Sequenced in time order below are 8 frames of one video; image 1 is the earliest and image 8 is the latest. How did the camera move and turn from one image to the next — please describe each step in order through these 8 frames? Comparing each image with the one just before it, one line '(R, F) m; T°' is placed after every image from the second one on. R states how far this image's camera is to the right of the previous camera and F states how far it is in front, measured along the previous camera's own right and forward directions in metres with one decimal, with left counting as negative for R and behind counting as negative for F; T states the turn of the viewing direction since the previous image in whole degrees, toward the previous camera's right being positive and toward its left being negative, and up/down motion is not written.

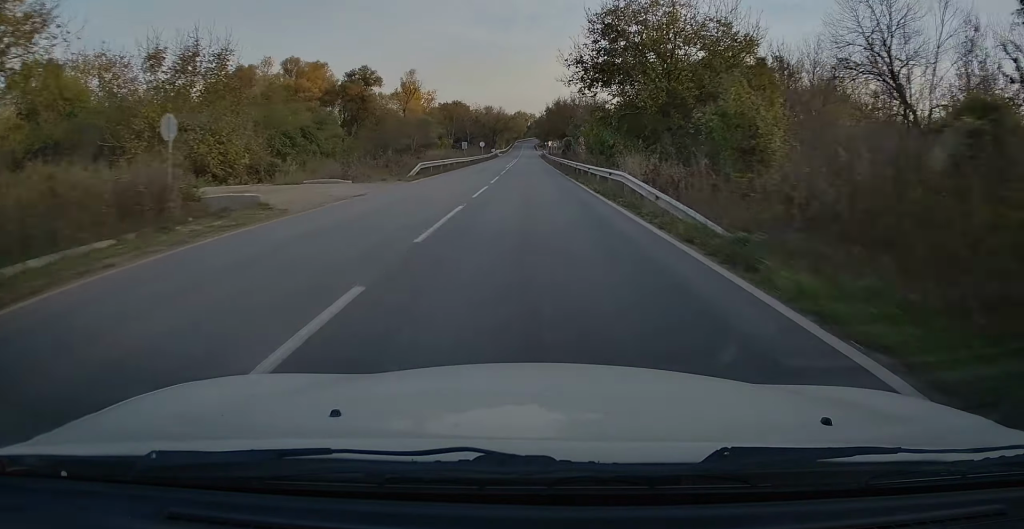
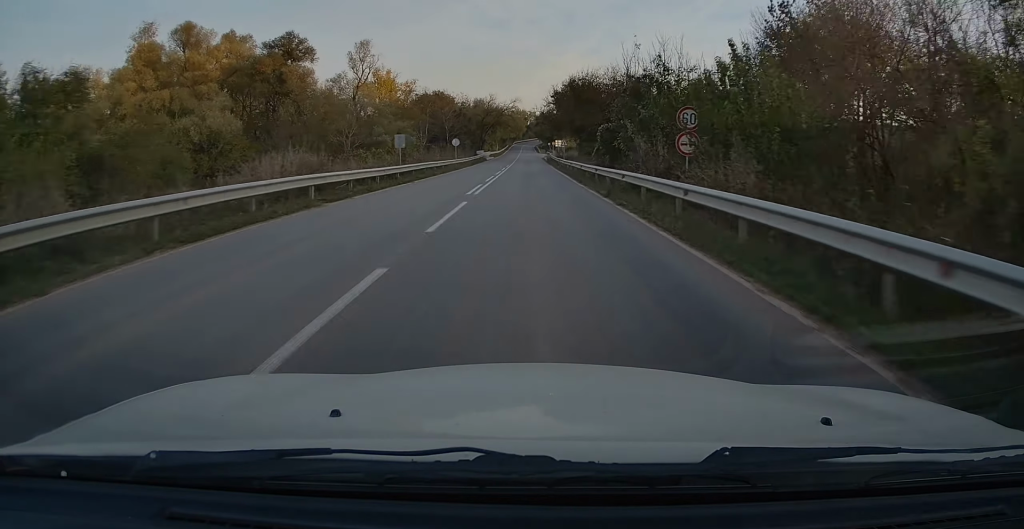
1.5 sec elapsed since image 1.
(-0.1, +34.4) m; +1°
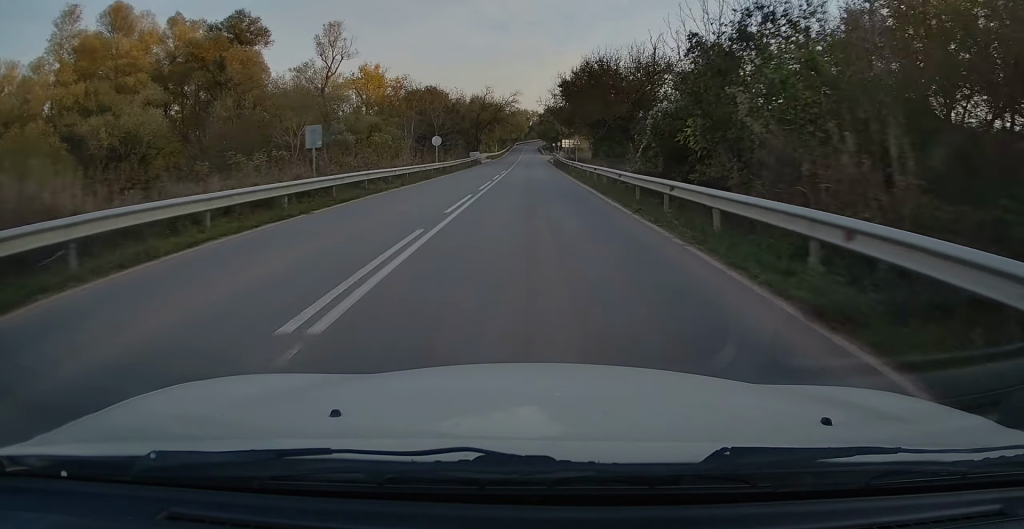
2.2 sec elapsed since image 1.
(+0.3, +14.0) m; 0°
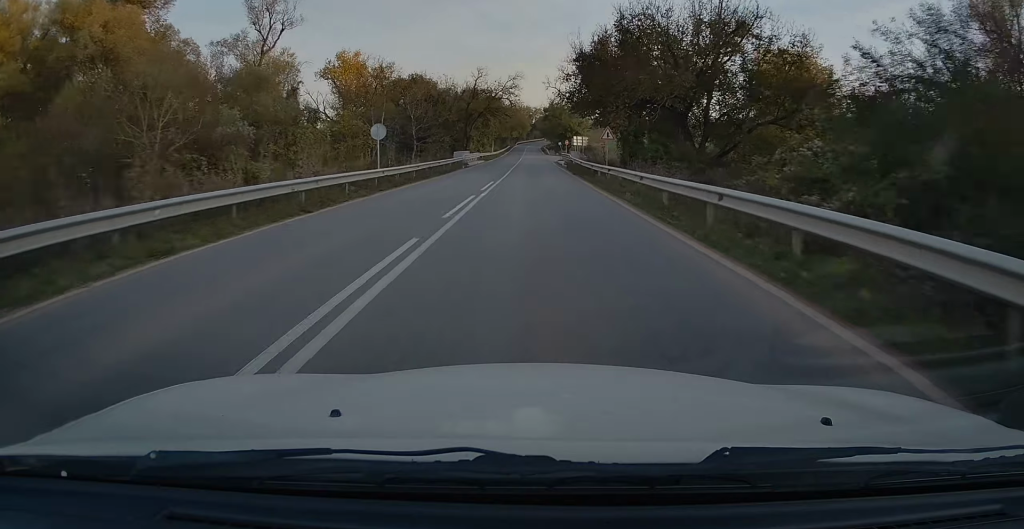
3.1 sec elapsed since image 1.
(-0.3, +18.8) m; -1°
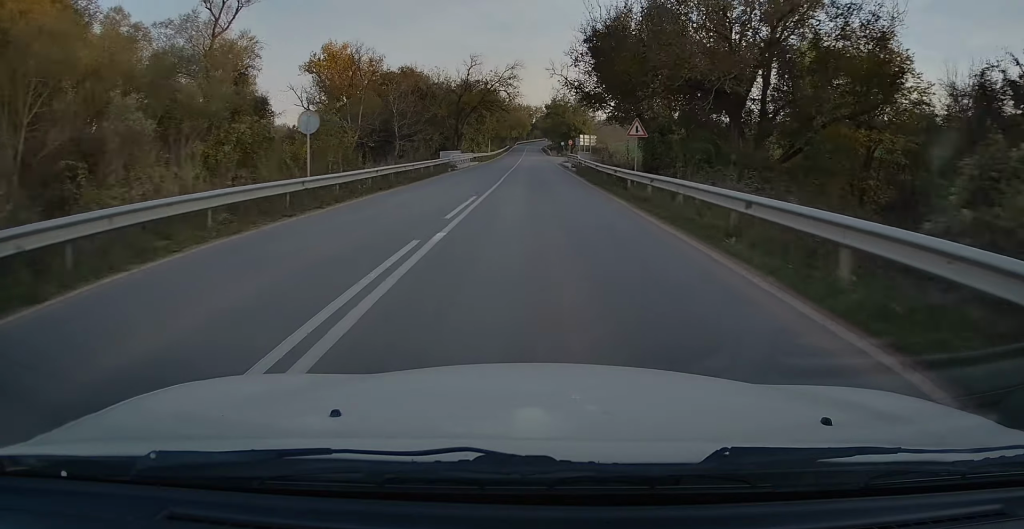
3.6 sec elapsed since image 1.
(-0.1, +9.2) m; 0°
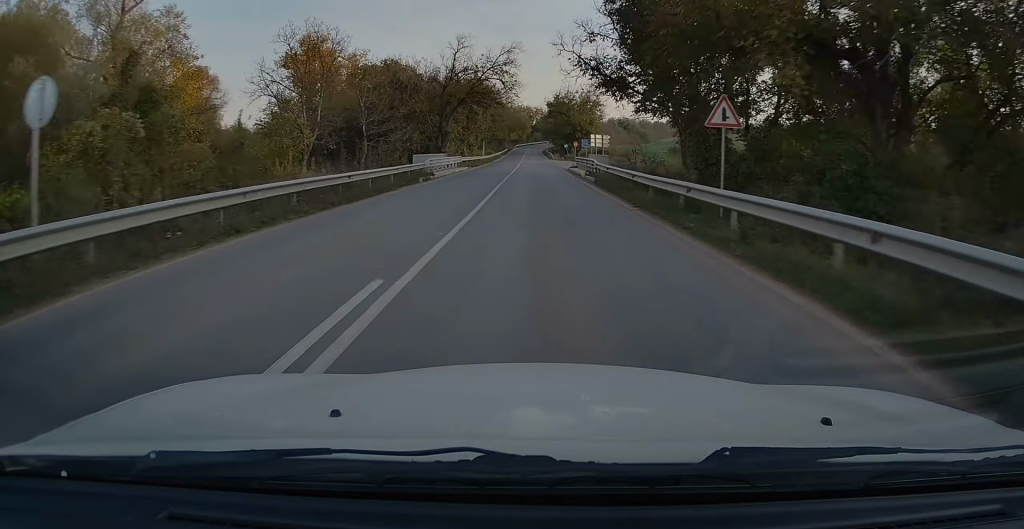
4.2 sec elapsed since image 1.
(+0.1, +11.6) m; +1°
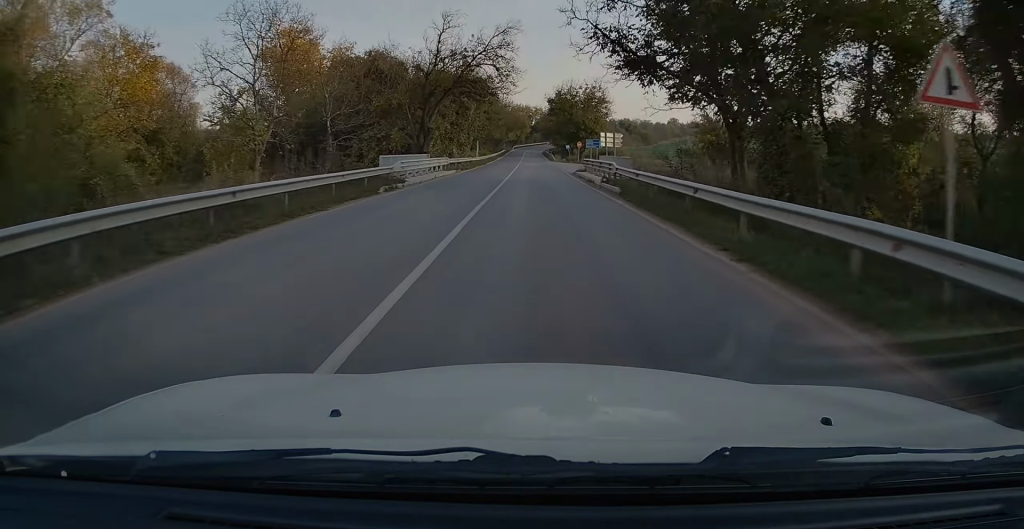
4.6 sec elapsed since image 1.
(0.0, +8.3) m; 0°
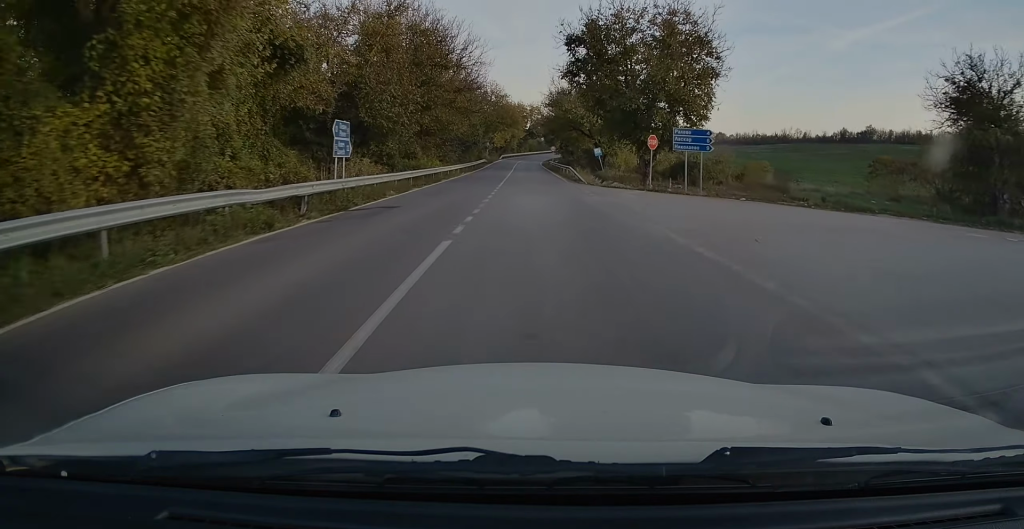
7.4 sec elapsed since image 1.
(+0.2, +51.7) m; 0°
